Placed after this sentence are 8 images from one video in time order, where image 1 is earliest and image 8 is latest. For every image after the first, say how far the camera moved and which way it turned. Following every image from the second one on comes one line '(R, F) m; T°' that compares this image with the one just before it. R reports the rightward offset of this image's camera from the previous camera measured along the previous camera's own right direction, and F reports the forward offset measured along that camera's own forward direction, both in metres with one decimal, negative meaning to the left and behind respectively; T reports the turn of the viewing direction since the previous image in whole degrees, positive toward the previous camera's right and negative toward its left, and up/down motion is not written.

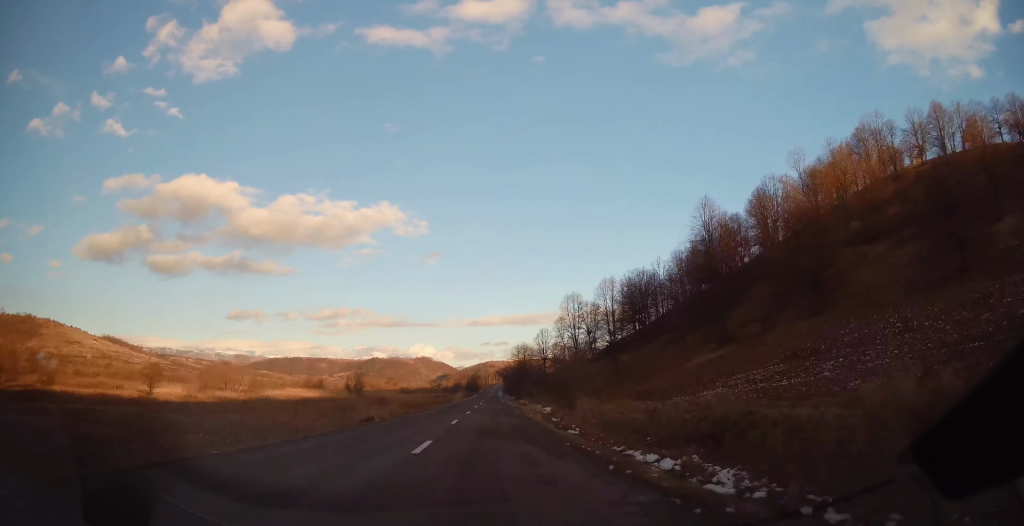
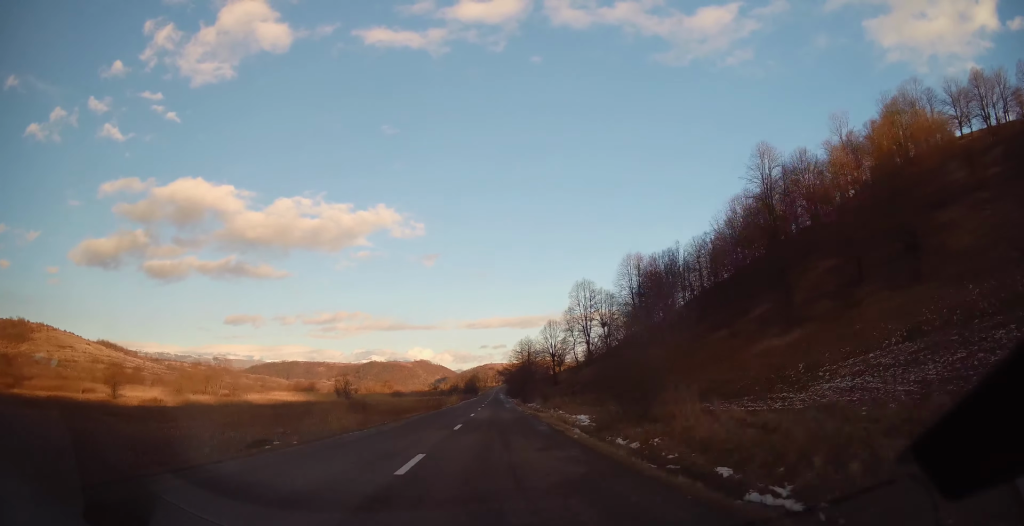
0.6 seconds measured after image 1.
(0.0, +15.1) m; 0°
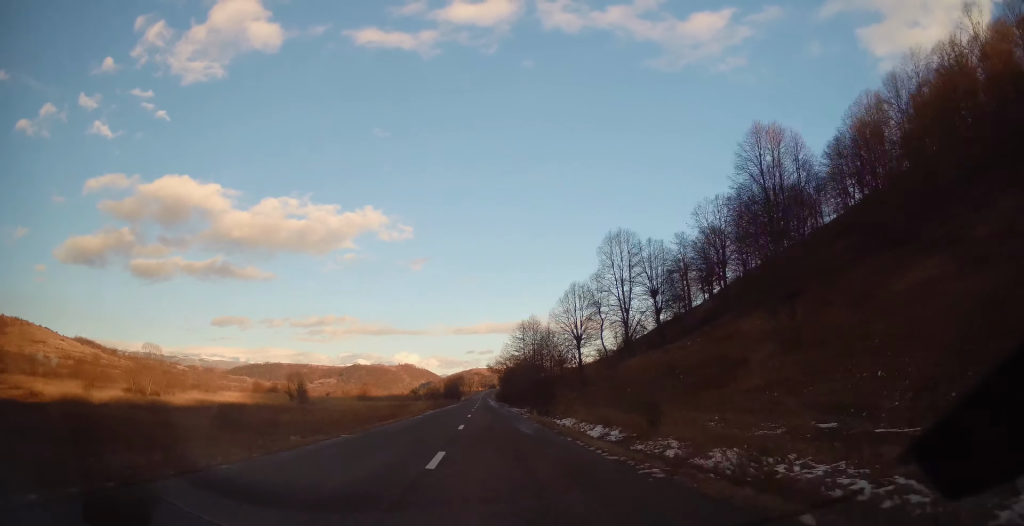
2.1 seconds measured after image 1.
(-0.1, +35.0) m; 0°
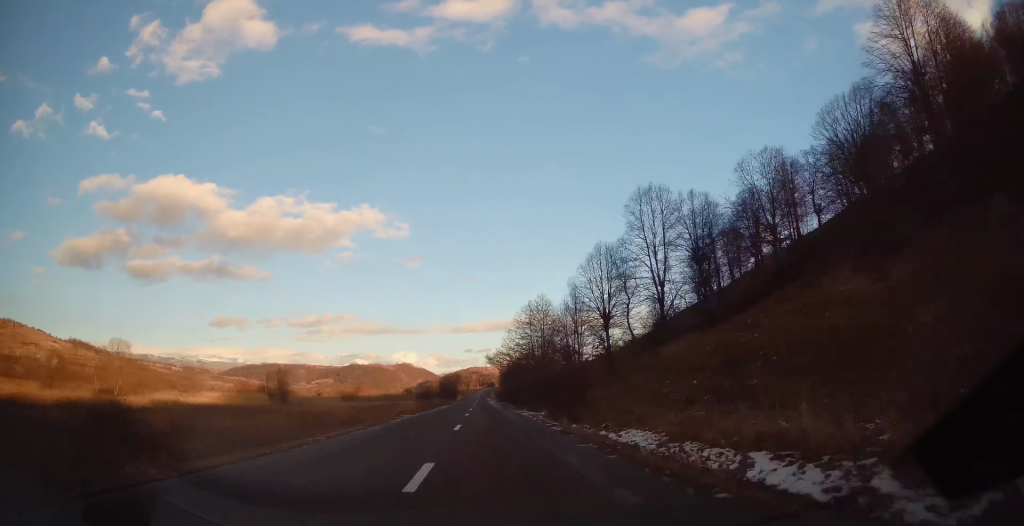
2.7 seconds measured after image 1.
(+0.1, +14.2) m; +1°
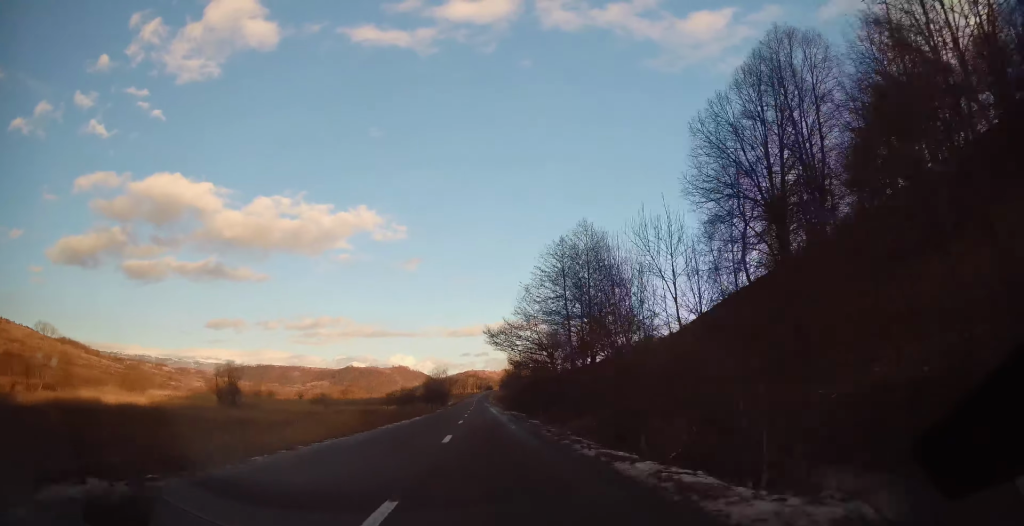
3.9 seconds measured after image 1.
(+0.4, +27.6) m; +1°
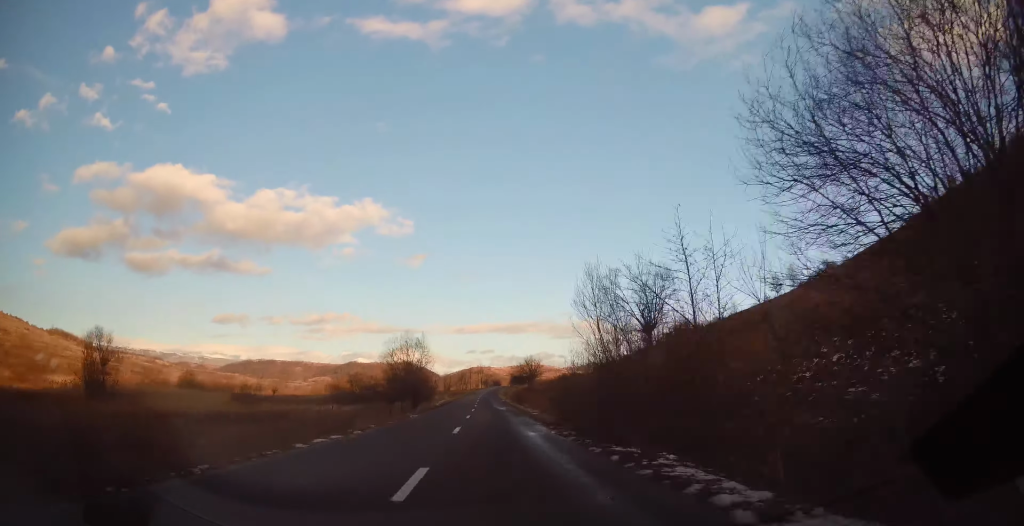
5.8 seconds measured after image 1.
(-0.4, +45.7) m; -1°
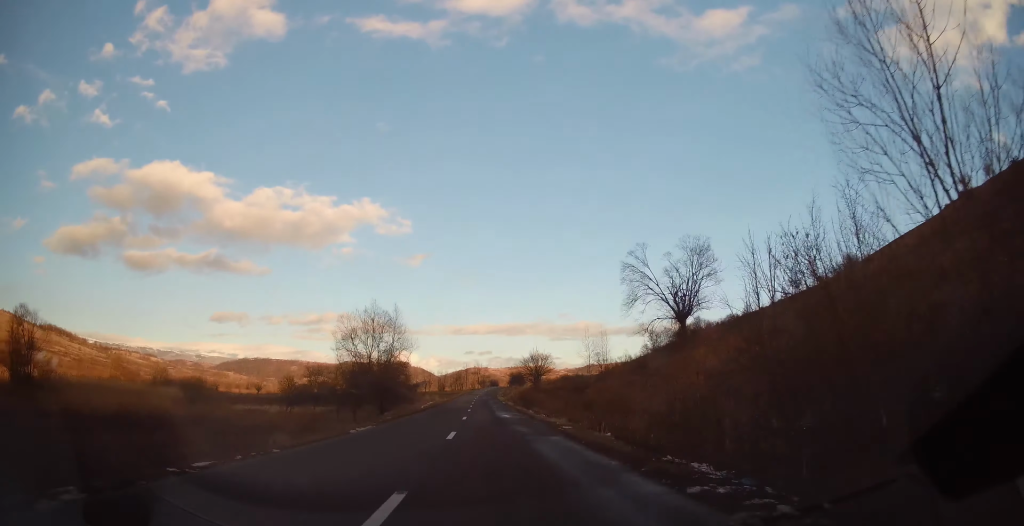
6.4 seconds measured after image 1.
(-0.1, +14.7) m; 0°
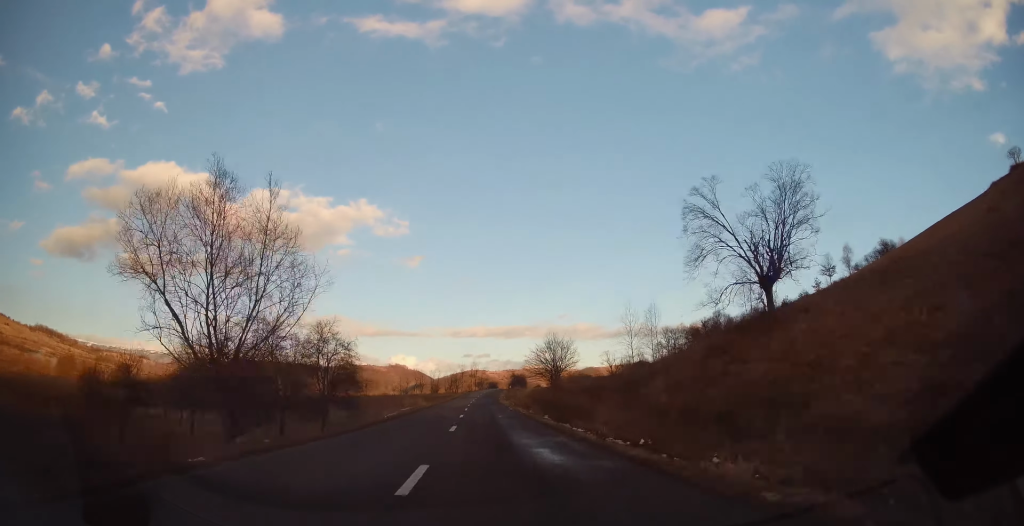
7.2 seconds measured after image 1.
(+0.4, +21.5) m; 0°
